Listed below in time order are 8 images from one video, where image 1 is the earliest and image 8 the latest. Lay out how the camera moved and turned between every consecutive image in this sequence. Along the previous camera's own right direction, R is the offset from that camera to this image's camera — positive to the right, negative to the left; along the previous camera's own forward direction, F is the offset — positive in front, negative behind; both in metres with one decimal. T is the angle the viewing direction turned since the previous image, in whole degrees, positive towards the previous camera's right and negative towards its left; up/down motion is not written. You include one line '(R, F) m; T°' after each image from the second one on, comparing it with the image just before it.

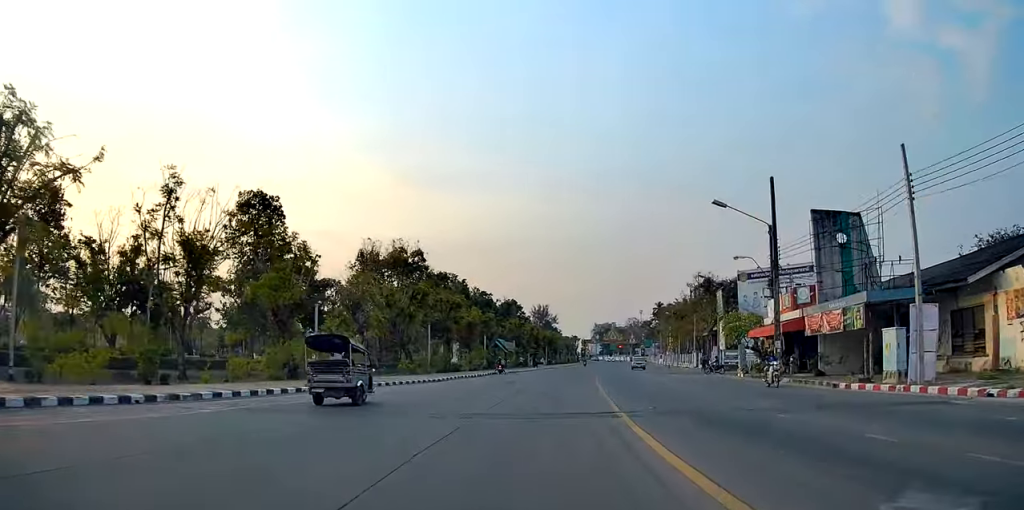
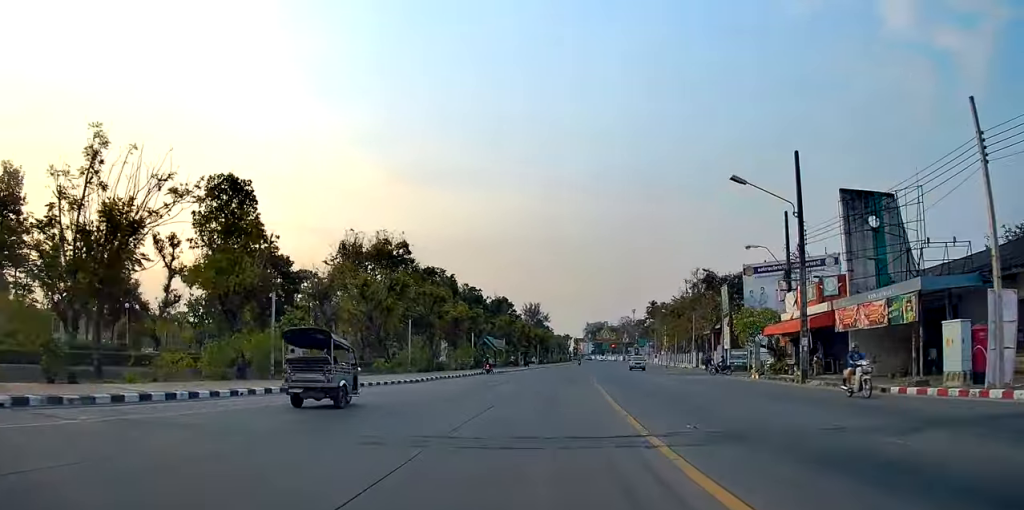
(+0.3, +4.4) m; 0°
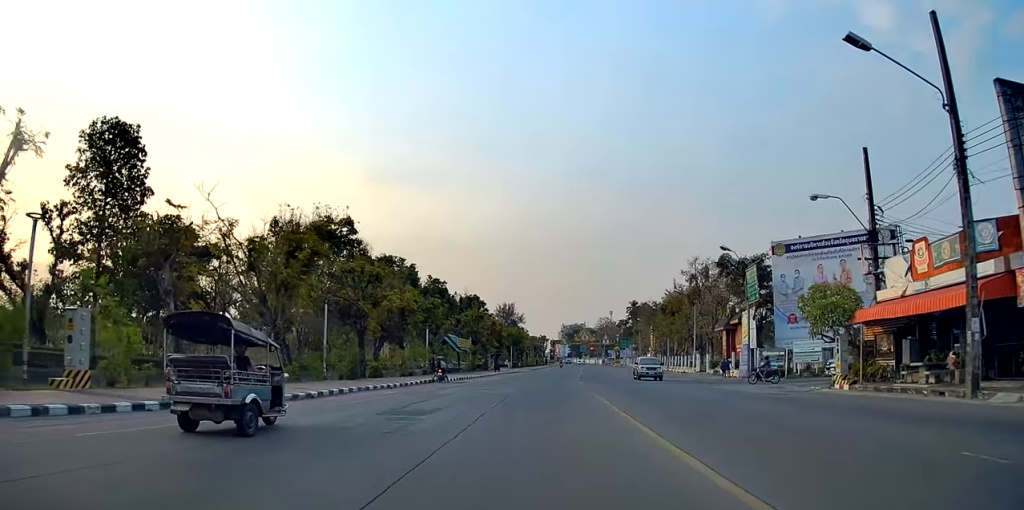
(0.0, +13.9) m; +1°
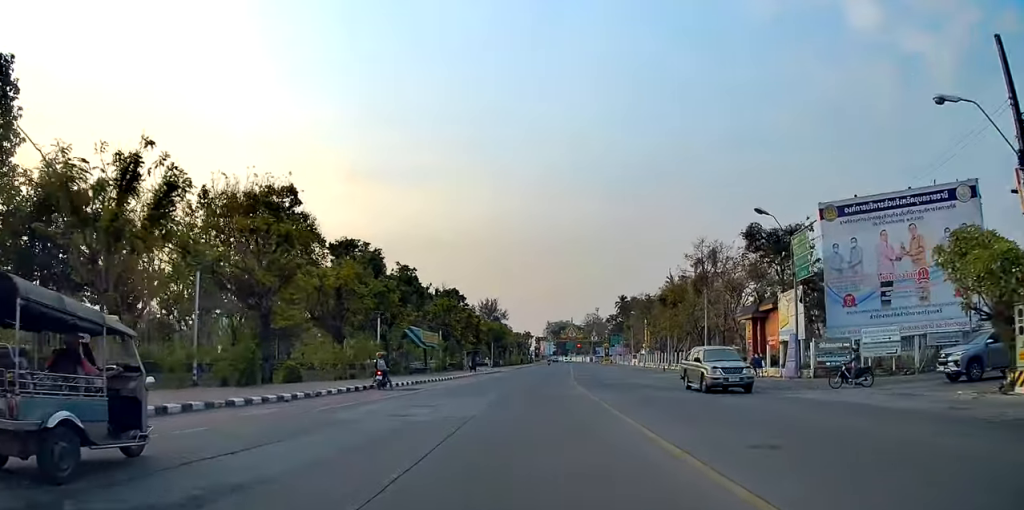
(+0.5, +11.6) m; +4°
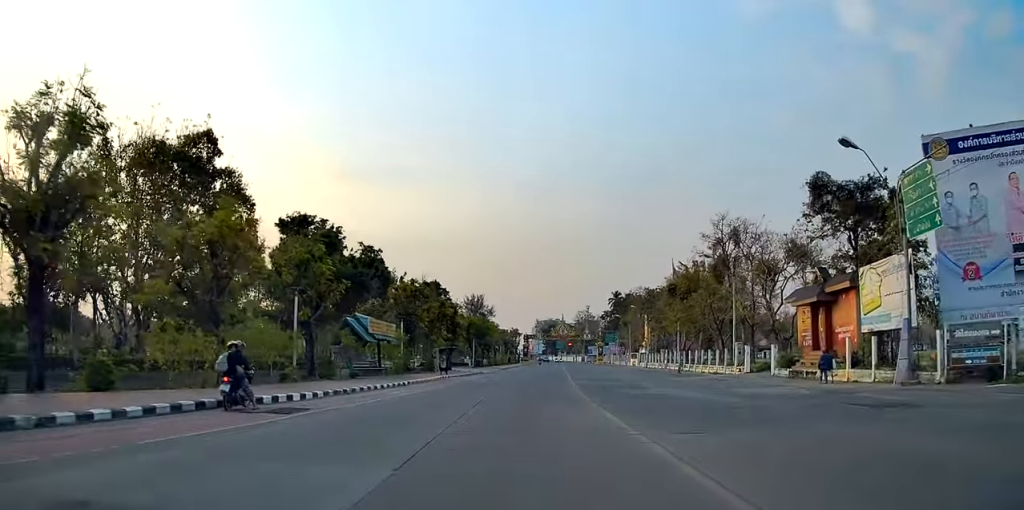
(+0.3, +13.7) m; +1°
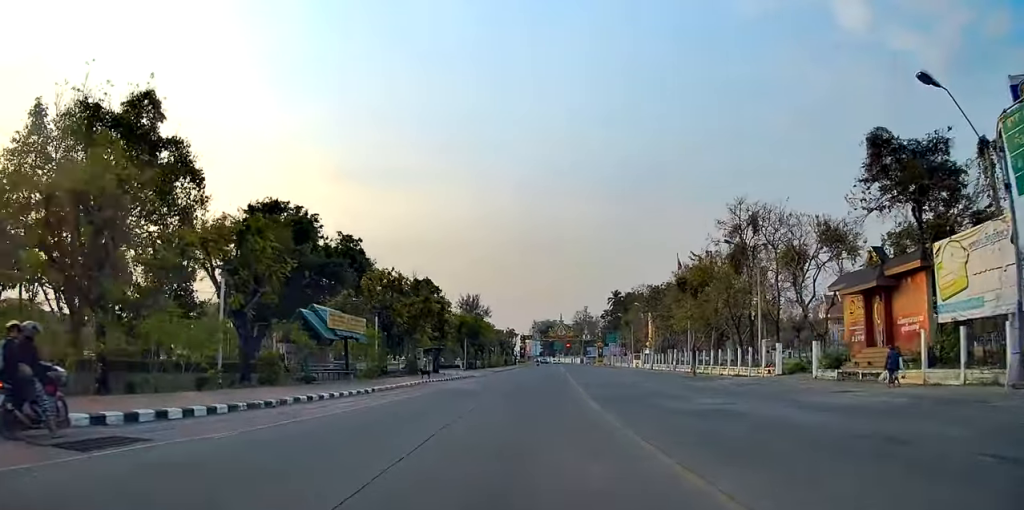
(0.0, +7.0) m; 0°
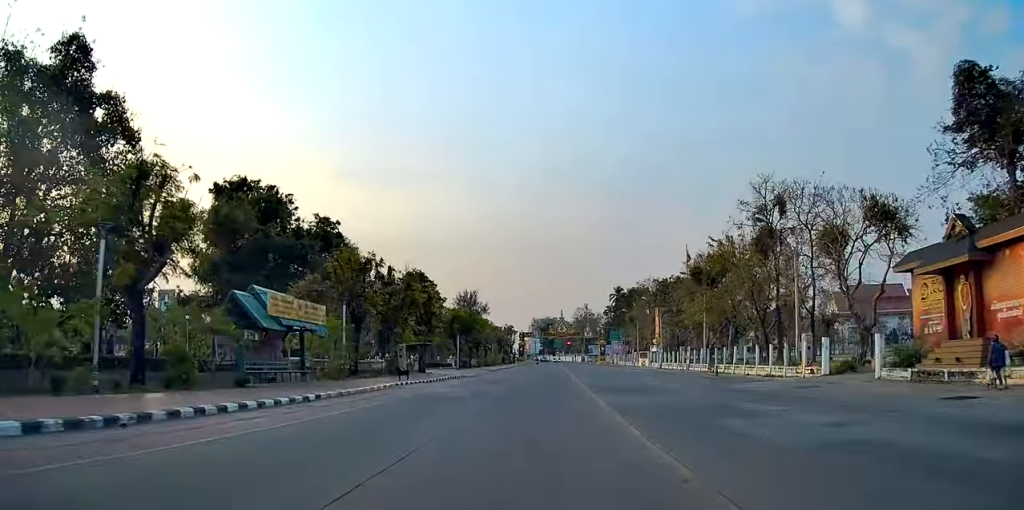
(0.0, +7.4) m; 0°
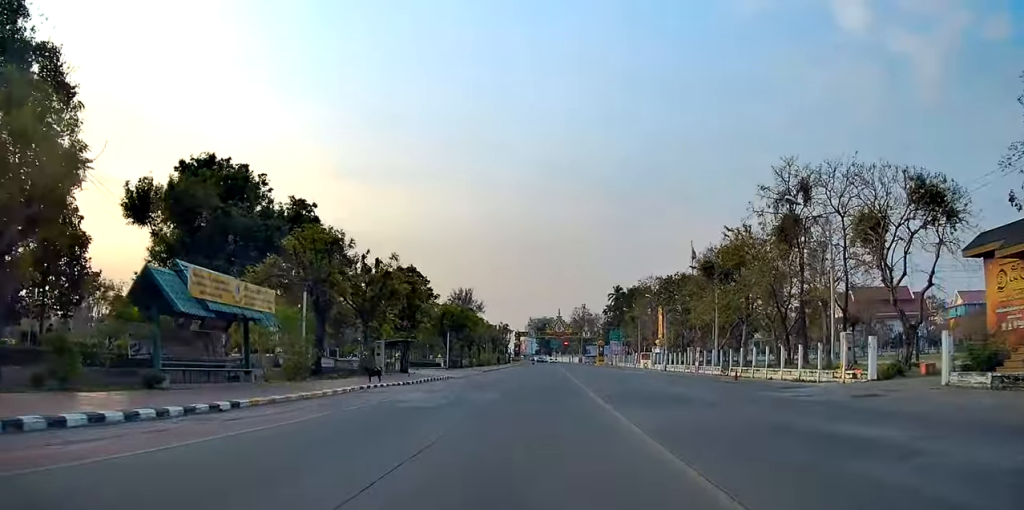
(0.0, +5.5) m; 0°
